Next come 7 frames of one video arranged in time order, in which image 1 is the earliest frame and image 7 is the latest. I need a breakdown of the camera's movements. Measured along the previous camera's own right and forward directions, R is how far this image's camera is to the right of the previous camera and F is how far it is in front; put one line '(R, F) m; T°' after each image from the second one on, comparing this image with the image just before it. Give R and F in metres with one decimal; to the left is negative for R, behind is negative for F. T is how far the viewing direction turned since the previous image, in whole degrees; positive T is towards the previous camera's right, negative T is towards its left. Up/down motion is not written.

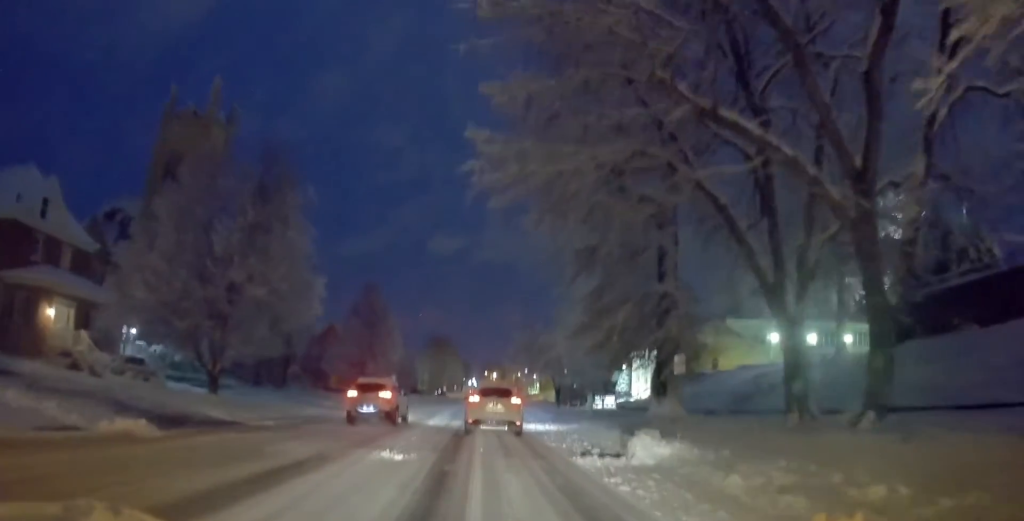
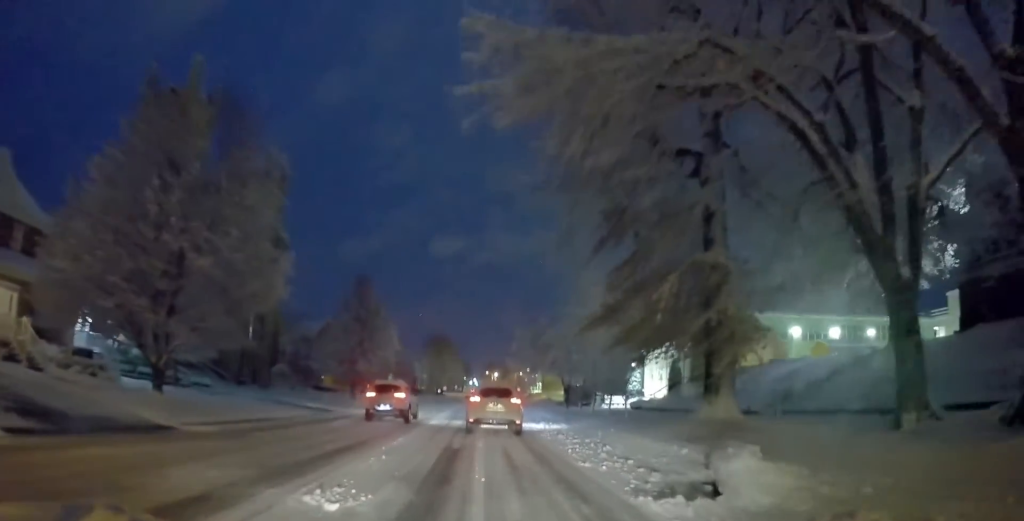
(0.0, +5.0) m; -3°
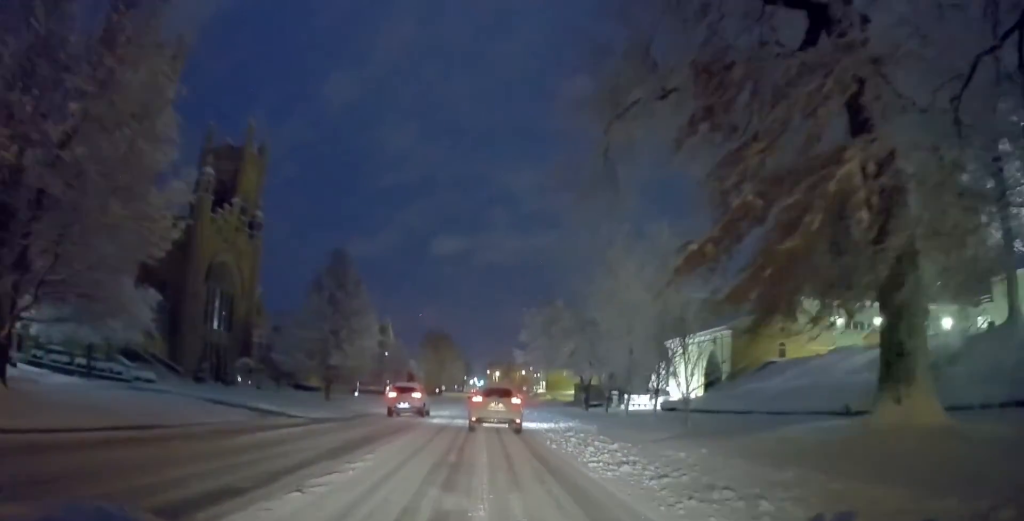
(-0.5, +8.5) m; -1°
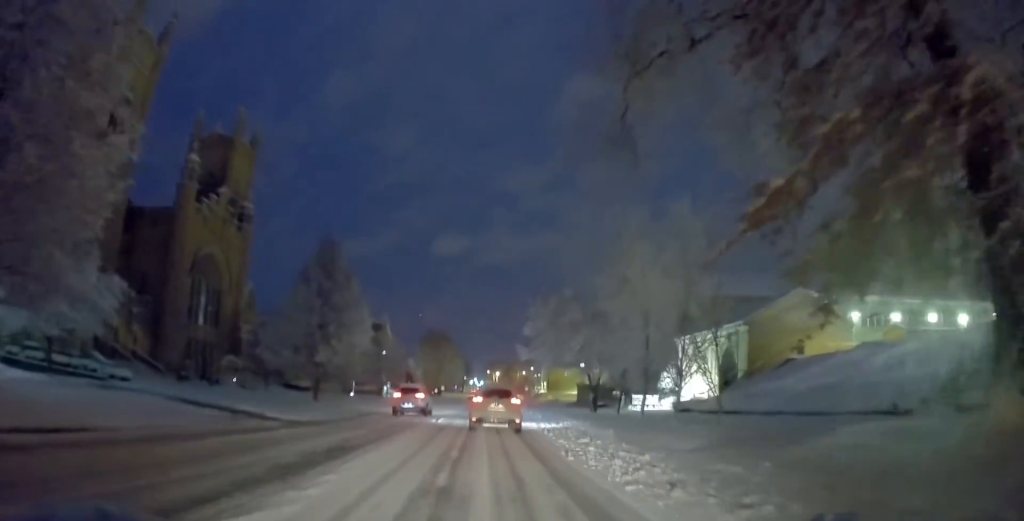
(+0.1, +2.8) m; 0°
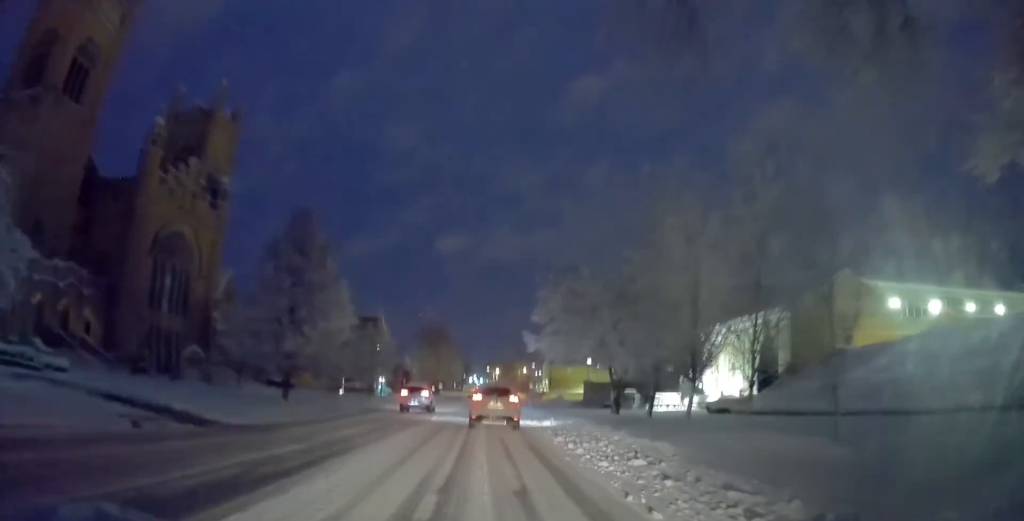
(+0.3, +6.2) m; 0°
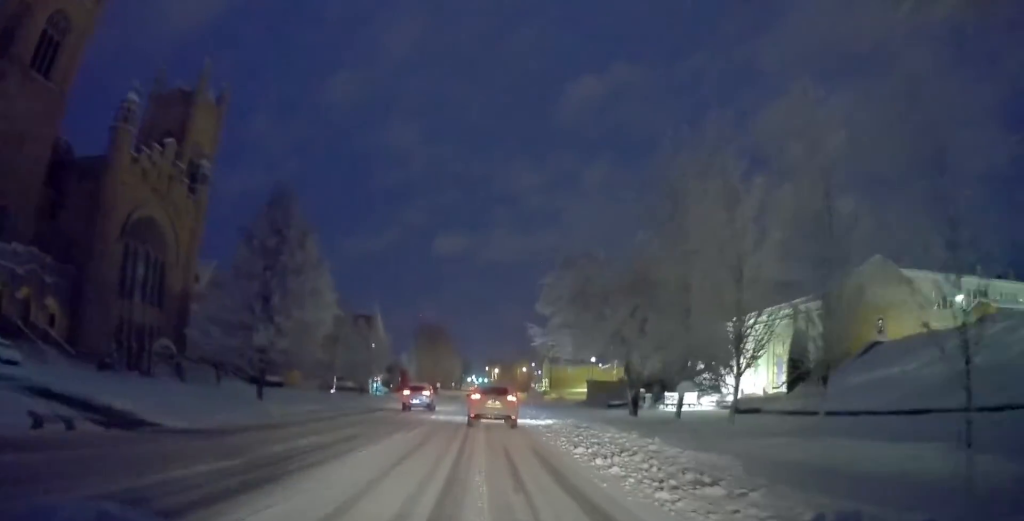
(-0.3, +3.8) m; 0°
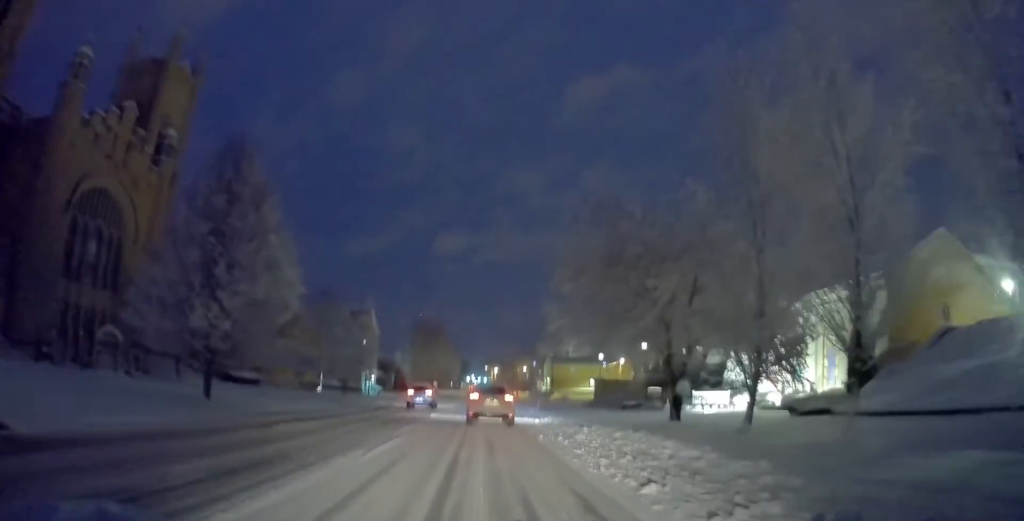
(+0.2, +6.0) m; +2°
